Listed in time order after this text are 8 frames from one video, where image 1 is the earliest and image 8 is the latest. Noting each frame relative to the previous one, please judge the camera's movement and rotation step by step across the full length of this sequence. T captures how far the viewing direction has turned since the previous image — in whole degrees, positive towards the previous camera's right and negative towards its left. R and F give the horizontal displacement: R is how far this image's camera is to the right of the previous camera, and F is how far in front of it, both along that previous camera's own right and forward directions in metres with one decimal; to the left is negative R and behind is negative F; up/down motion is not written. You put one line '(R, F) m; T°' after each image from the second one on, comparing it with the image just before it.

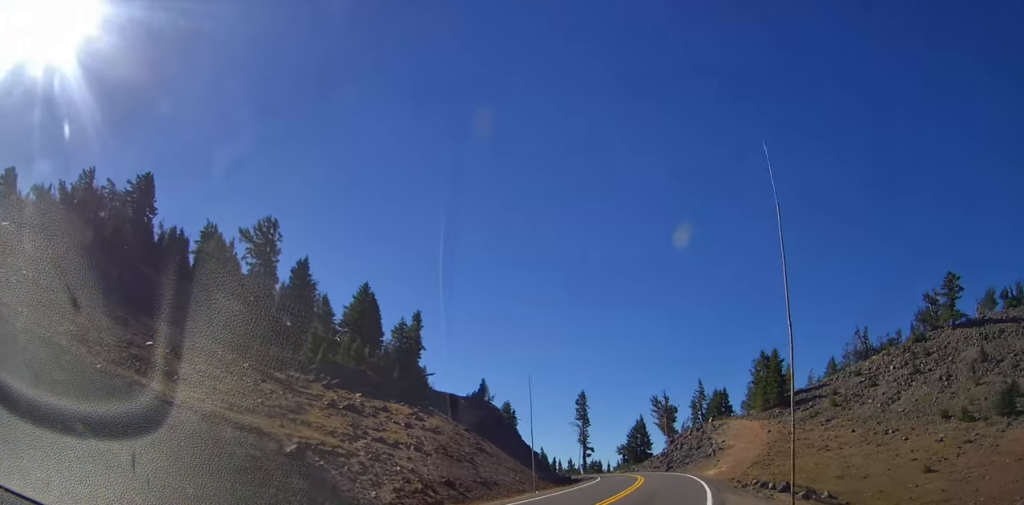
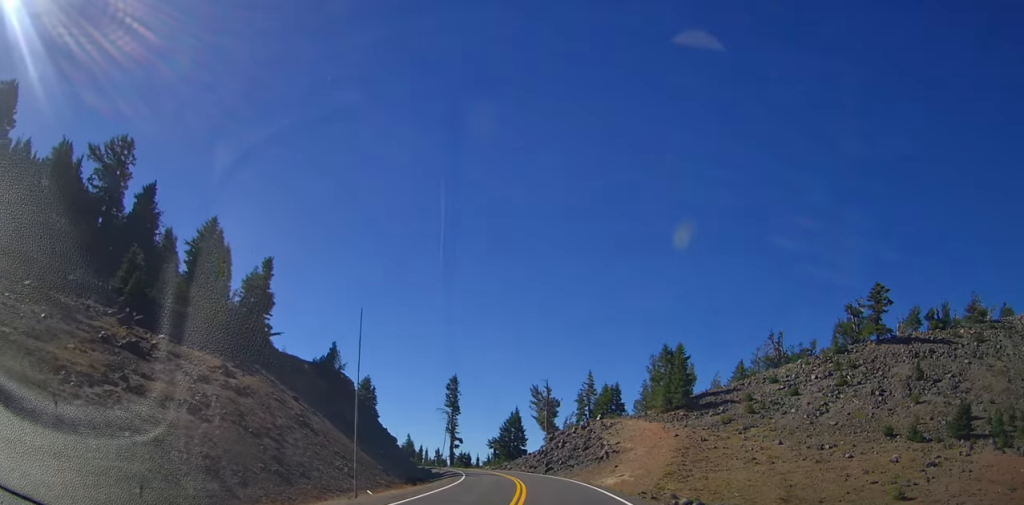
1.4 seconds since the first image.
(+1.3, +10.3) m; +12°
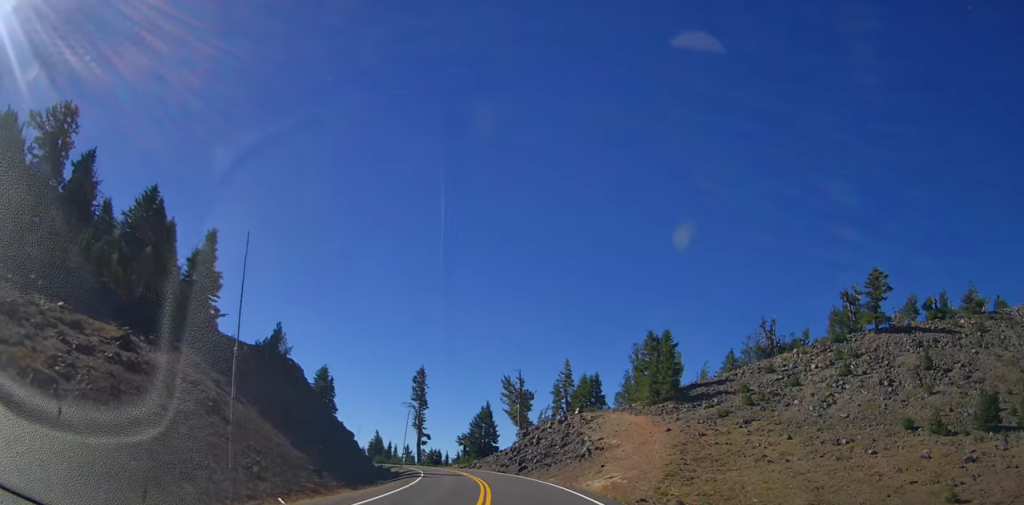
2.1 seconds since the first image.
(+0.1, +6.3) m; +1°
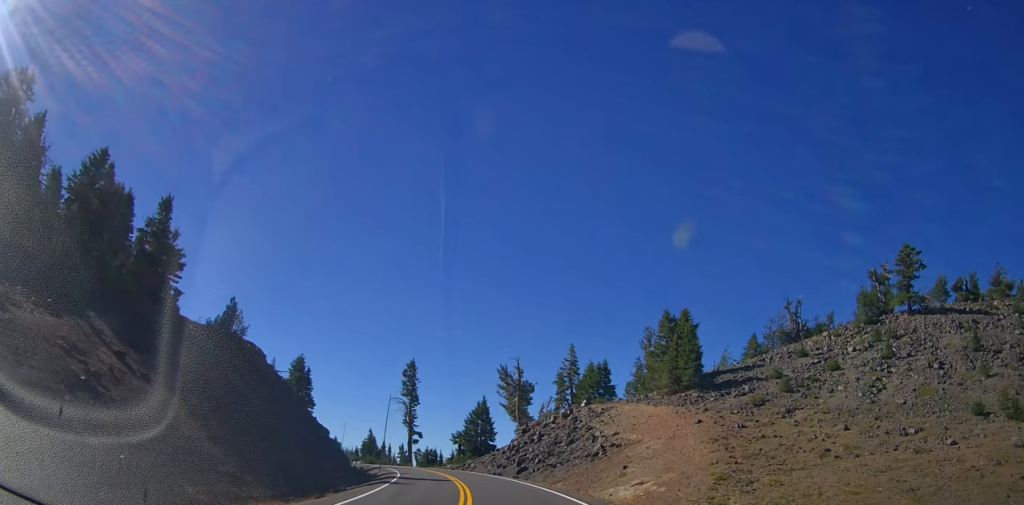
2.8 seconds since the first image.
(0.0, +7.4) m; 0°
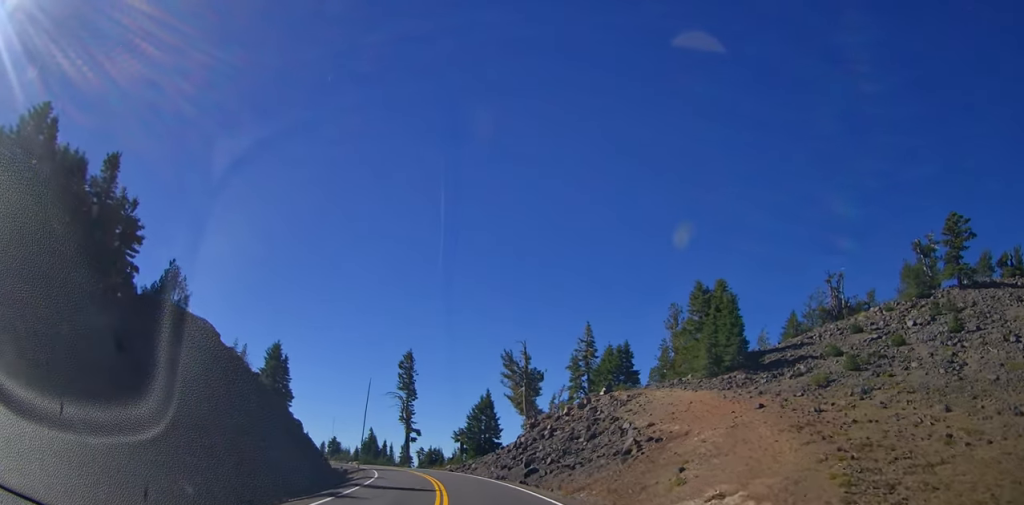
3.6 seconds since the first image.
(0.0, +8.0) m; 0°
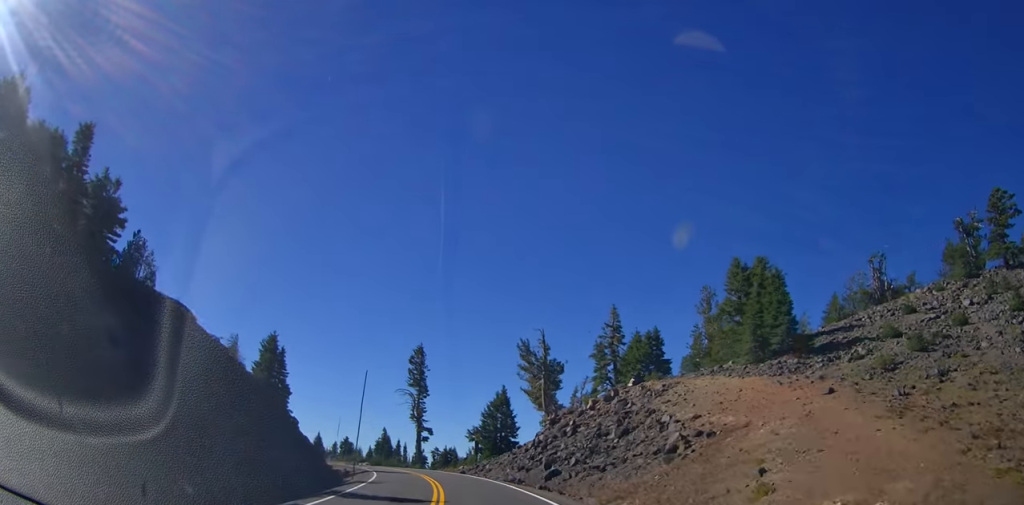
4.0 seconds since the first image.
(0.0, +5.0) m; 0°
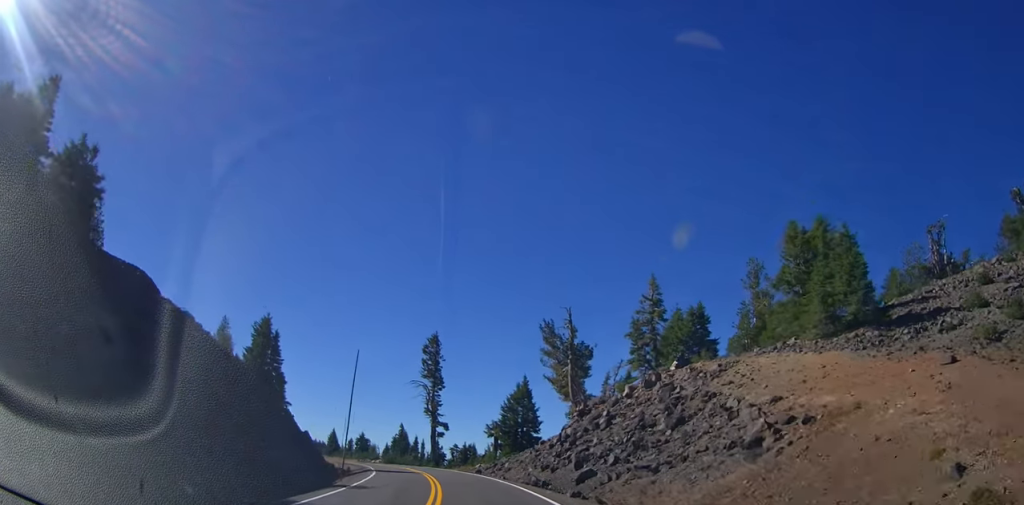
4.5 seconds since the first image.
(0.0, +5.8) m; 0°
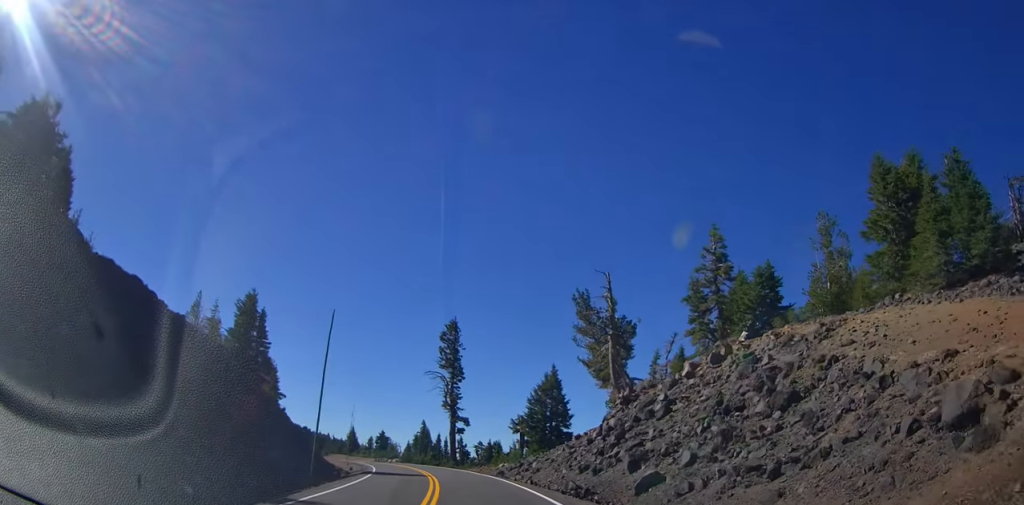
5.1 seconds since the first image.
(0.0, +7.5) m; -3°
